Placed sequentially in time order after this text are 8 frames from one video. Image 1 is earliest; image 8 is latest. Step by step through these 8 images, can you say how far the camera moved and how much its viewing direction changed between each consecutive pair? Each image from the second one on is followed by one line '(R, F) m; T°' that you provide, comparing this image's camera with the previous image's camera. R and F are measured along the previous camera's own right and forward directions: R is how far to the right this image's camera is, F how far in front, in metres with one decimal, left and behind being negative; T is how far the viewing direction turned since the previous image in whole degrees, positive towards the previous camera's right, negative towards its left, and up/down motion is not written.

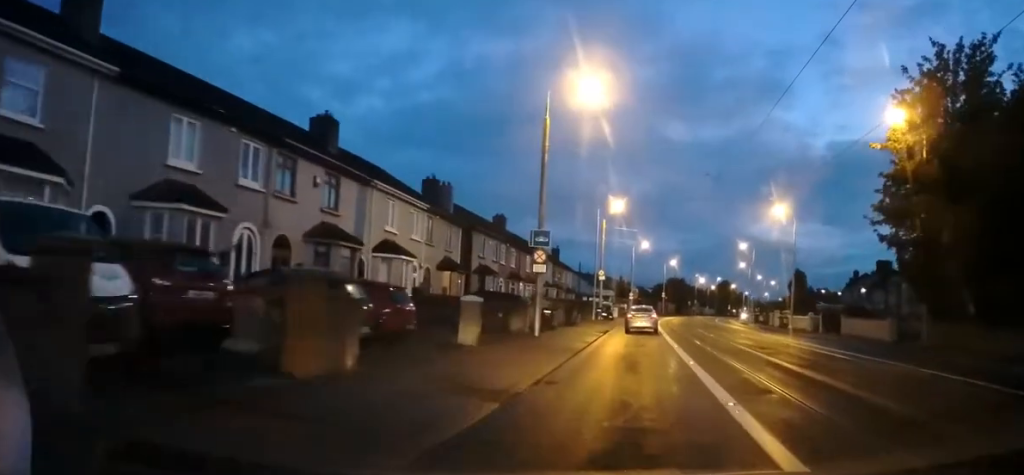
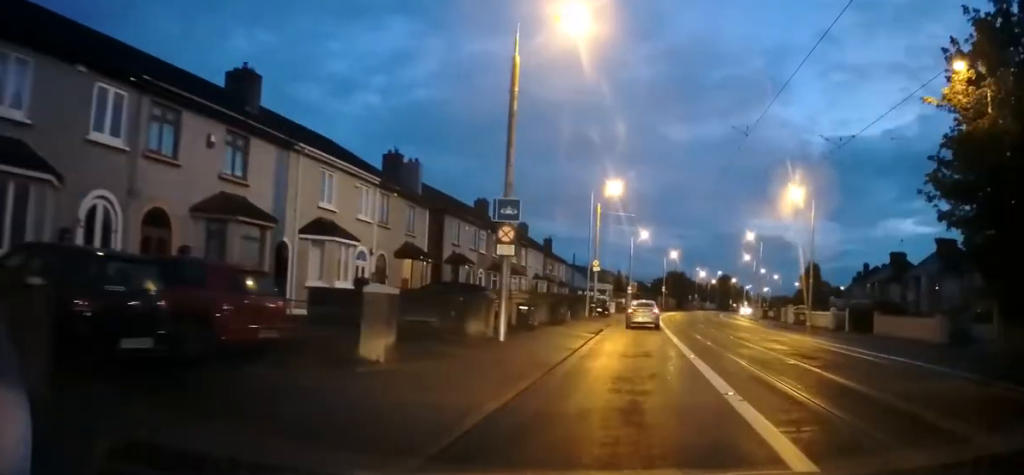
(-0.1, +6.0) m; 0°
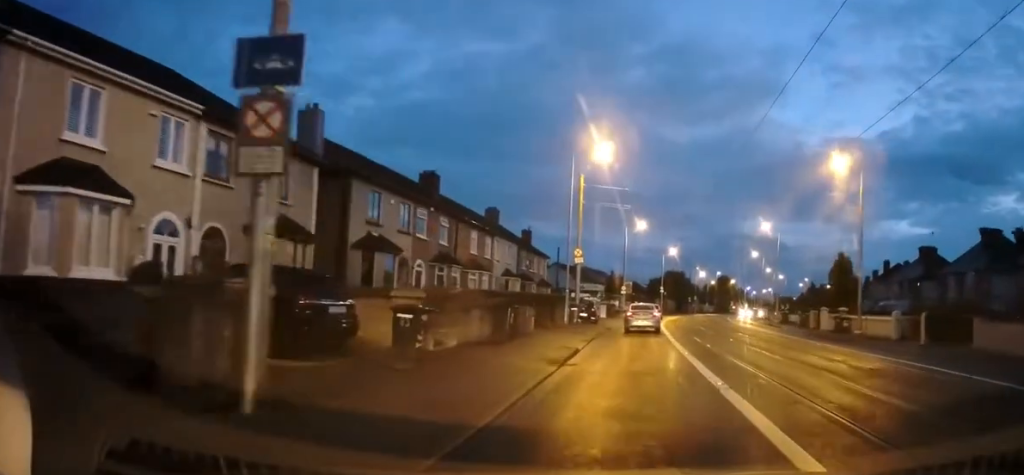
(+0.3, +11.4) m; 0°
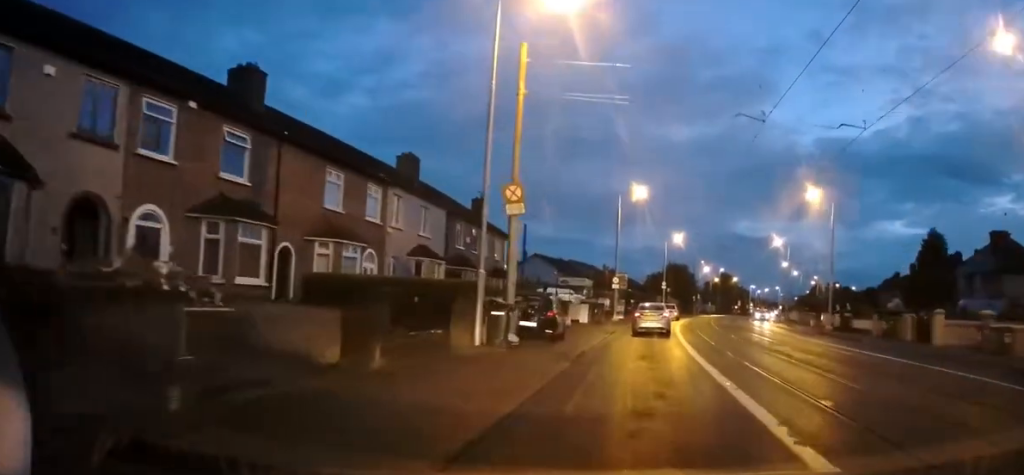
(+0.1, +18.7) m; +2°
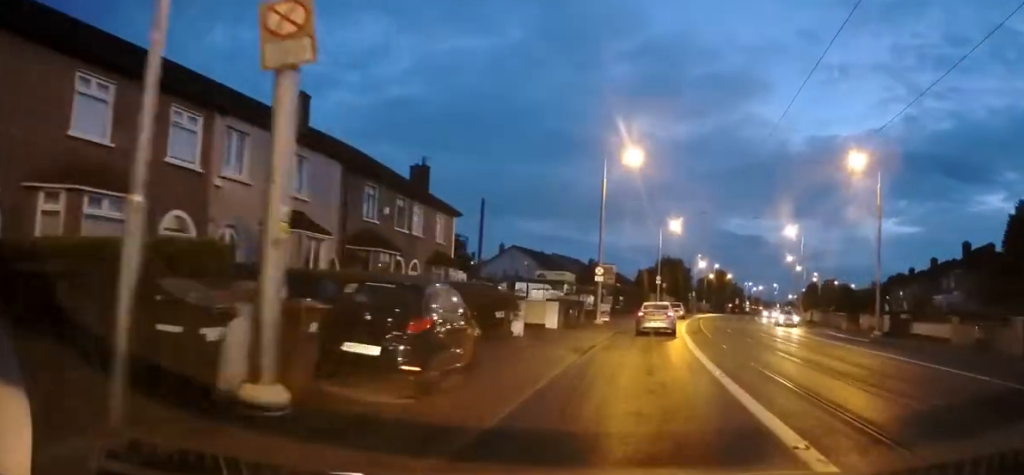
(+0.2, +11.0) m; +1°
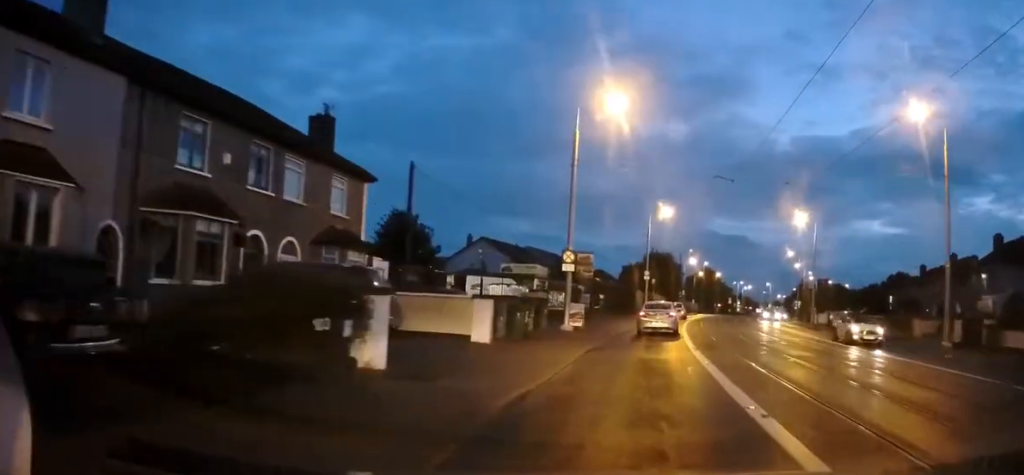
(-0.1, +10.0) m; +1°
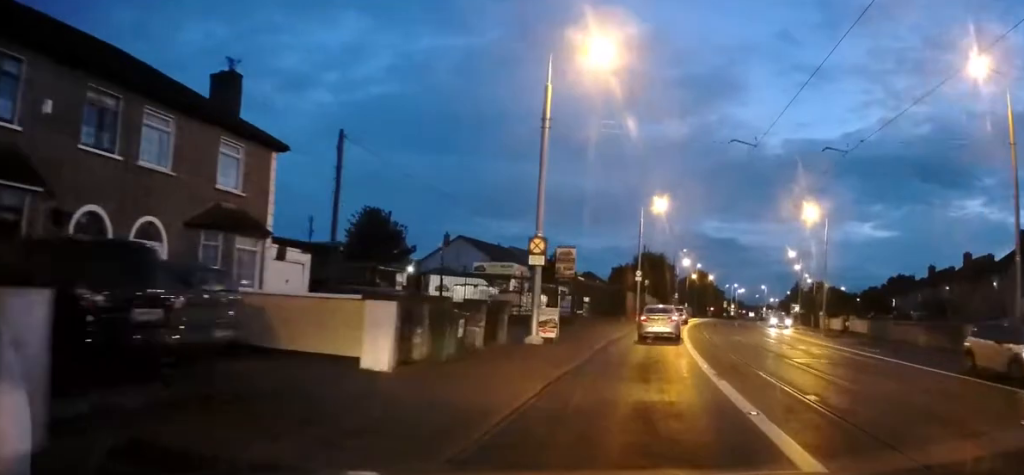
(+0.1, +6.2) m; +1°
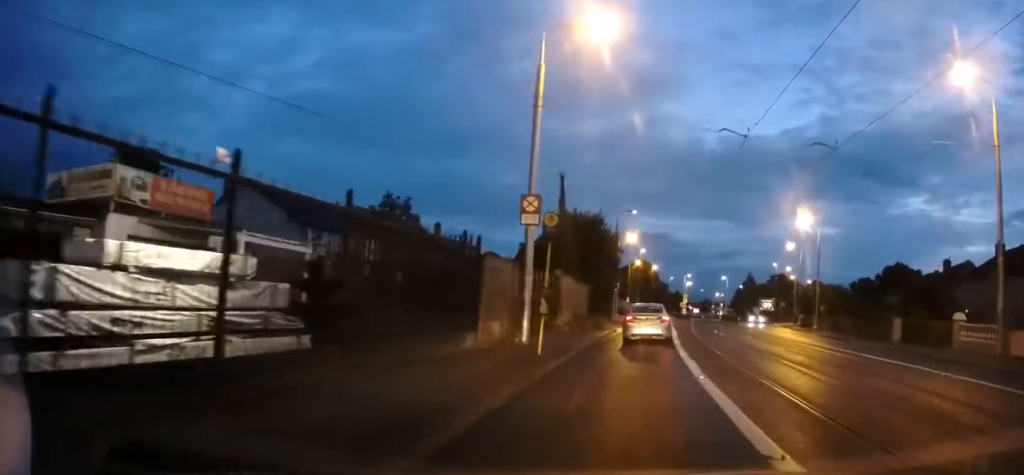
(+2.5, +33.6) m; +7°
